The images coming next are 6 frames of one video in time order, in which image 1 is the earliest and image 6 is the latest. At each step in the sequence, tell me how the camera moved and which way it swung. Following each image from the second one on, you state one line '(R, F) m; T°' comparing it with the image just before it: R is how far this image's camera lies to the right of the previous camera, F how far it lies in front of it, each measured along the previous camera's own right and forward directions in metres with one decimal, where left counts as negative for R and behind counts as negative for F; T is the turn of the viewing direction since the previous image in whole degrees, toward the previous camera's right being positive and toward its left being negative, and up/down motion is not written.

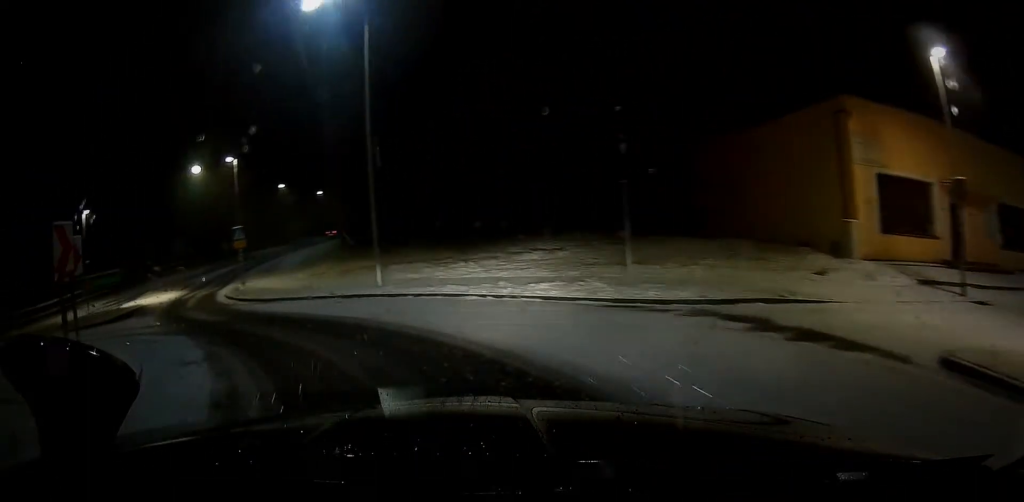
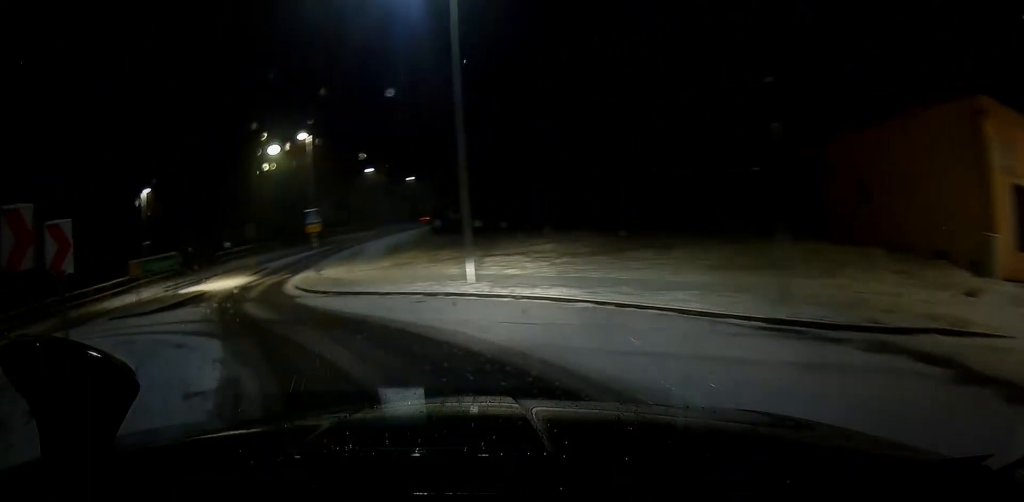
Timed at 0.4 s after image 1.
(-0.4, +2.8) m; -9°
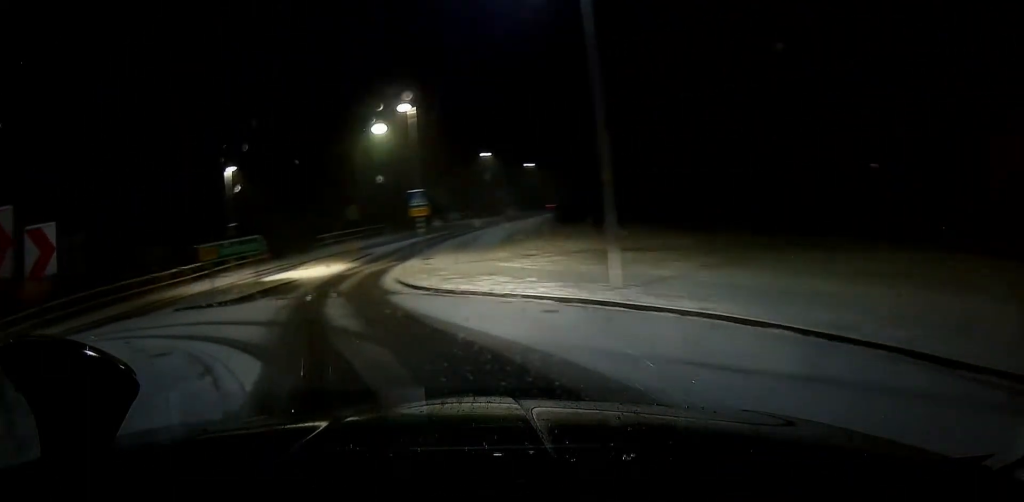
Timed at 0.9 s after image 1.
(+0.1, +3.1) m; -10°
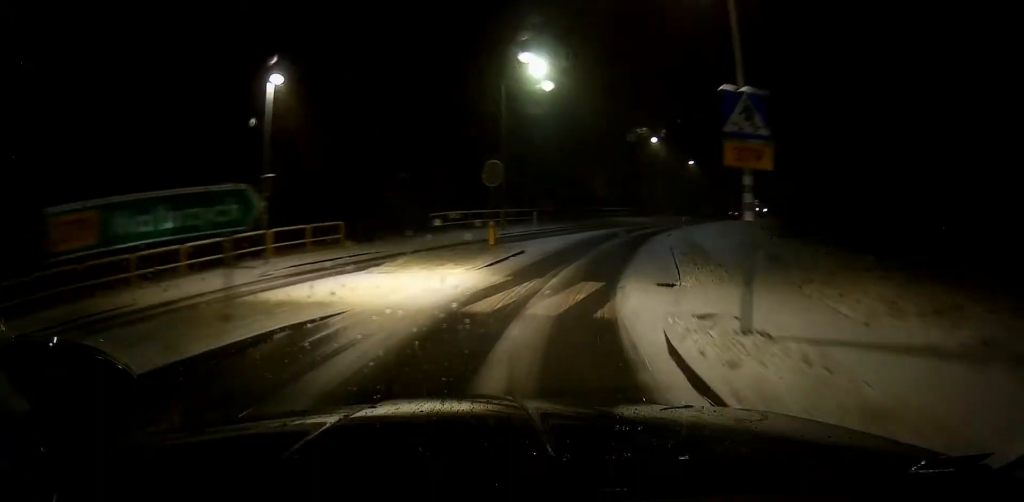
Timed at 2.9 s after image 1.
(-4.8, +13.7) m; -19°
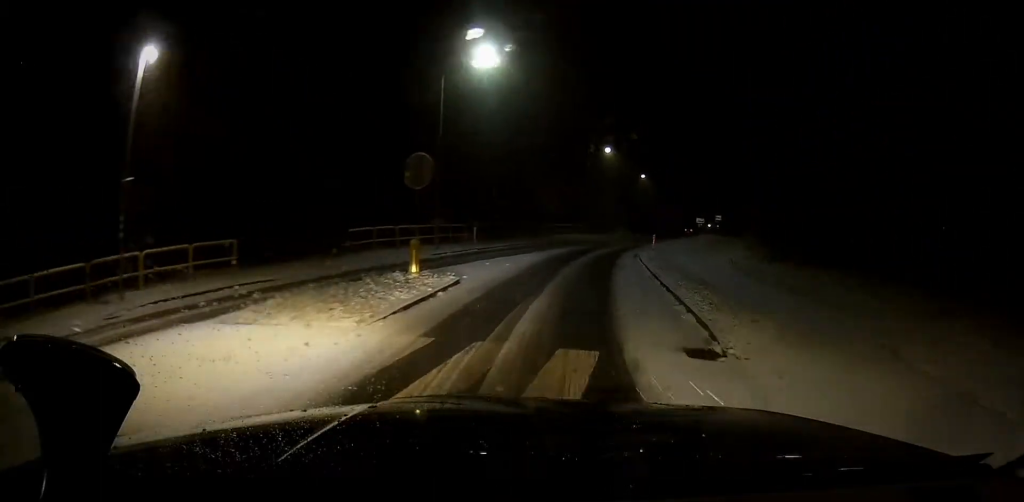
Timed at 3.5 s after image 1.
(+0.3, +5.0) m; +3°
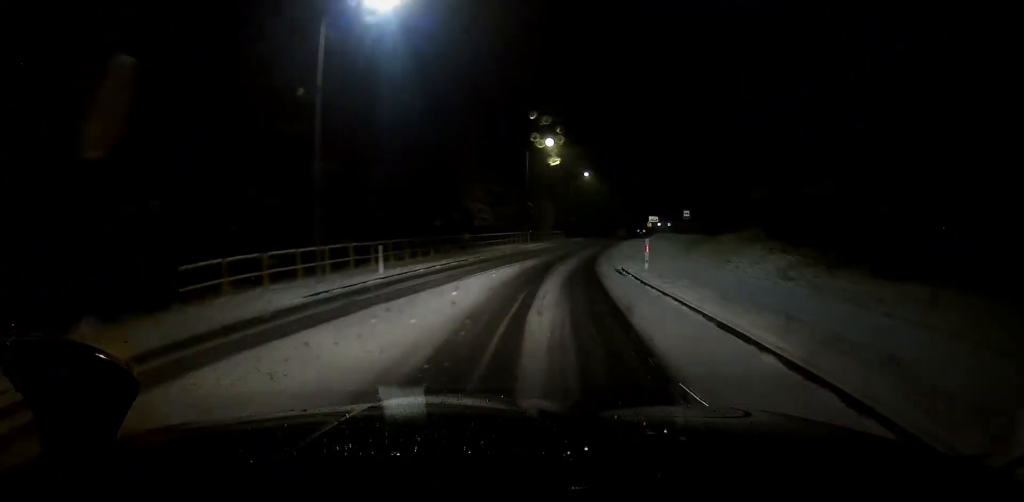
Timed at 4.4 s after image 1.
(+0.6, +9.0) m; +6°
